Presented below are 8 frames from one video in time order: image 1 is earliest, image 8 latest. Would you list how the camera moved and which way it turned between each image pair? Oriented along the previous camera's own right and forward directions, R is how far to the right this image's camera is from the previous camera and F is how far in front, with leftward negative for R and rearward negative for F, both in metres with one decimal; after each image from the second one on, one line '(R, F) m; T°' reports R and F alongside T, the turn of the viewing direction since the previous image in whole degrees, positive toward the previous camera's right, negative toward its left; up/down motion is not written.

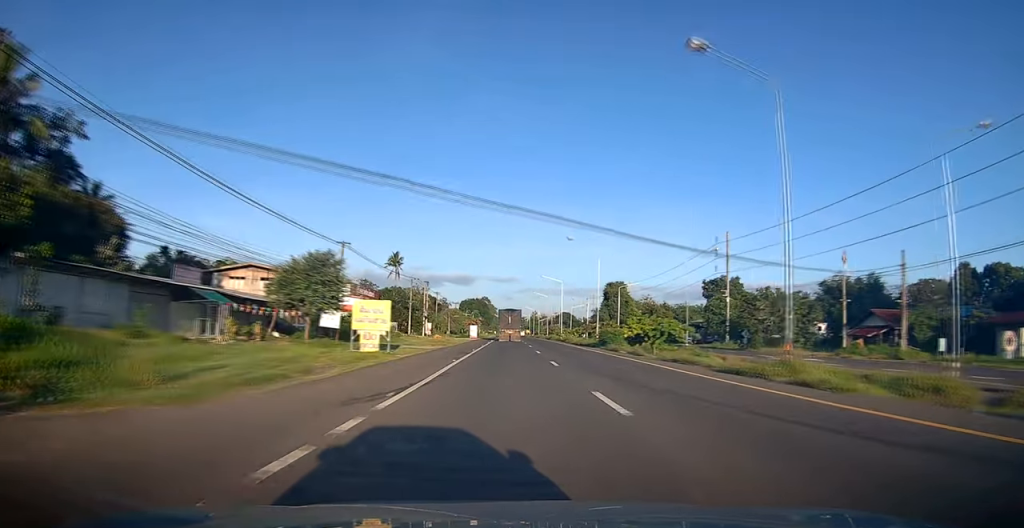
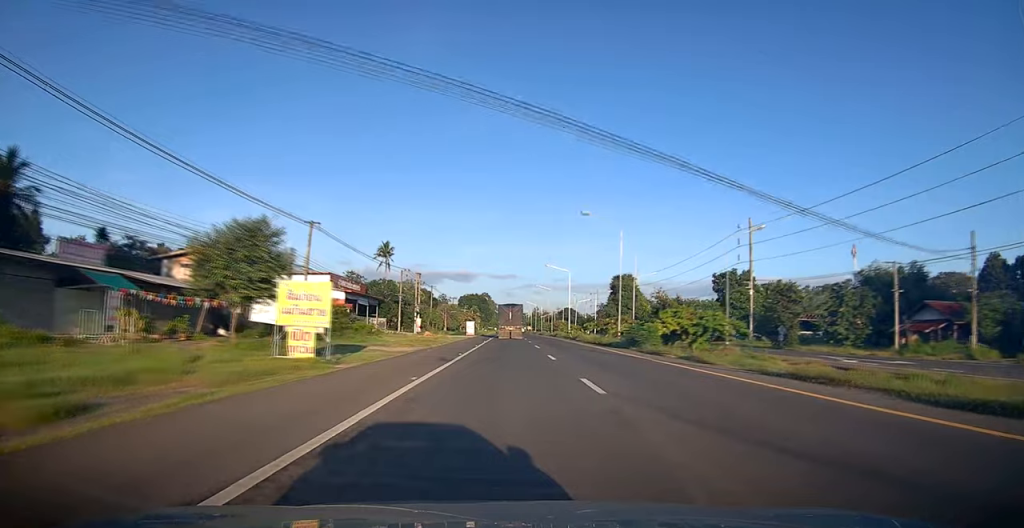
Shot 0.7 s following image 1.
(0.0, +10.4) m; 0°
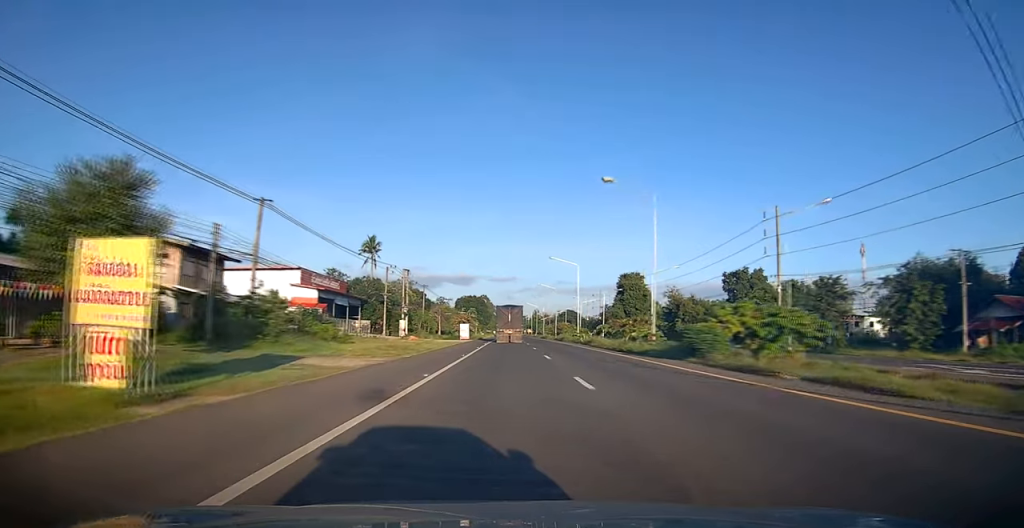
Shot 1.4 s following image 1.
(-0.2, +11.1) m; 0°
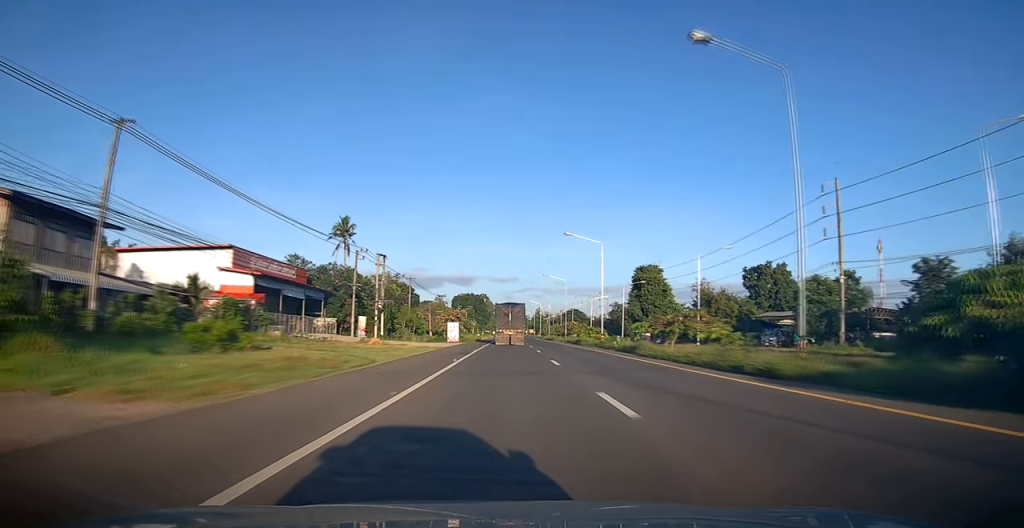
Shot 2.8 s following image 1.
(+0.2, +17.4) m; 0°
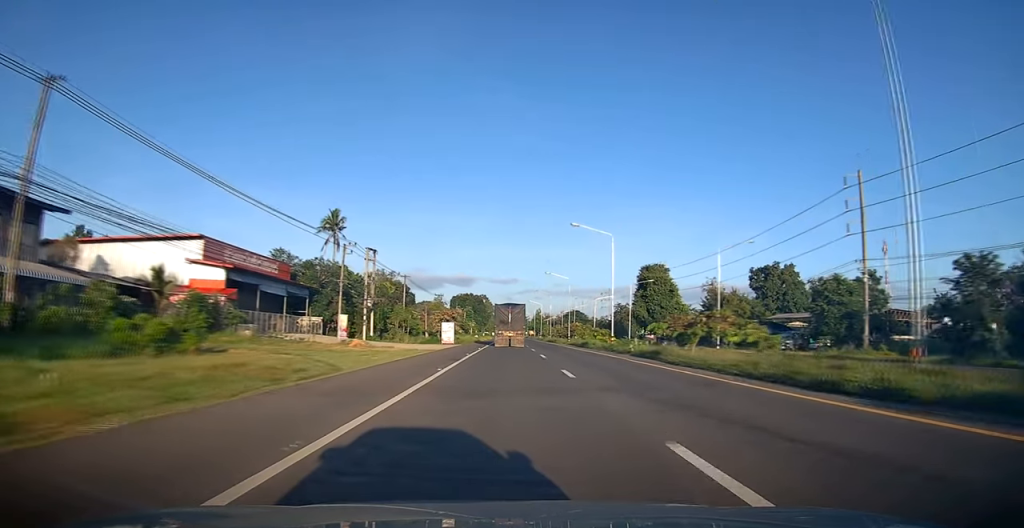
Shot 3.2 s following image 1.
(-0.2, +5.3) m; 0°
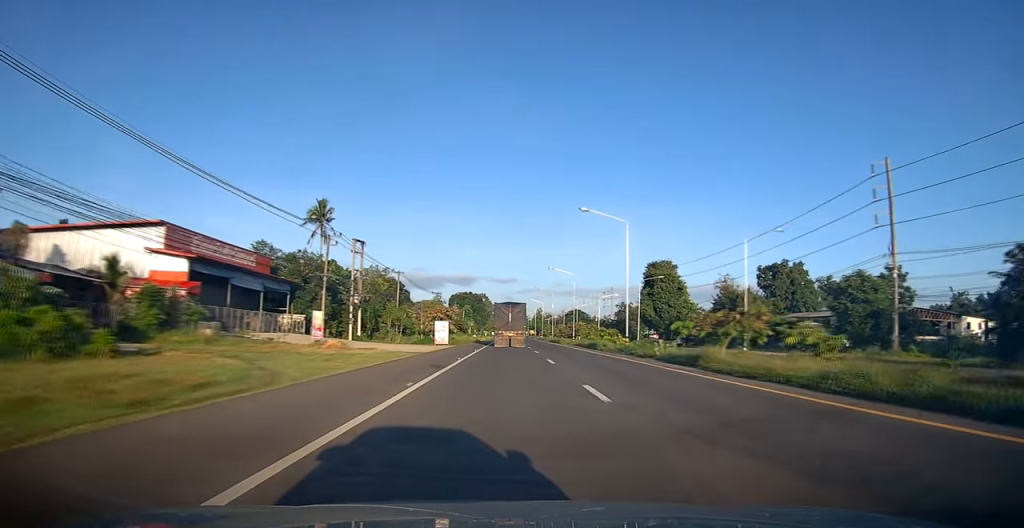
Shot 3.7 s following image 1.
(0.0, +5.5) m; 0°
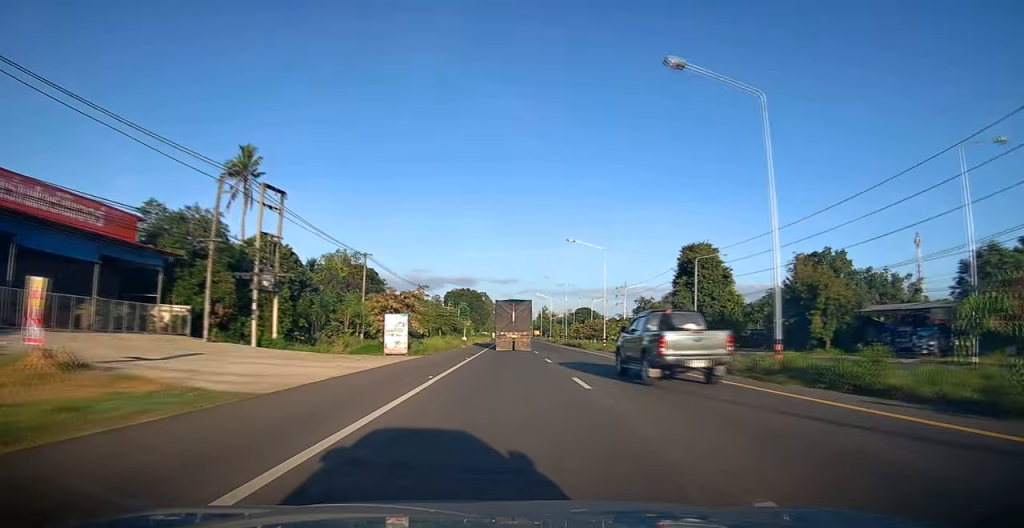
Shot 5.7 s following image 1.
(+0.1, +21.2) m; 0°
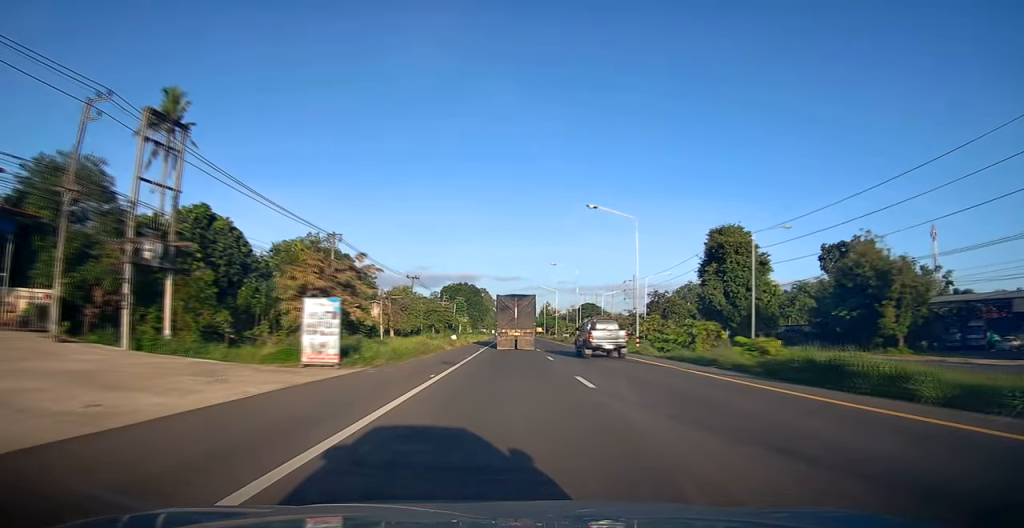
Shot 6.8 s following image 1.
(0.0, +11.9) m; 0°
